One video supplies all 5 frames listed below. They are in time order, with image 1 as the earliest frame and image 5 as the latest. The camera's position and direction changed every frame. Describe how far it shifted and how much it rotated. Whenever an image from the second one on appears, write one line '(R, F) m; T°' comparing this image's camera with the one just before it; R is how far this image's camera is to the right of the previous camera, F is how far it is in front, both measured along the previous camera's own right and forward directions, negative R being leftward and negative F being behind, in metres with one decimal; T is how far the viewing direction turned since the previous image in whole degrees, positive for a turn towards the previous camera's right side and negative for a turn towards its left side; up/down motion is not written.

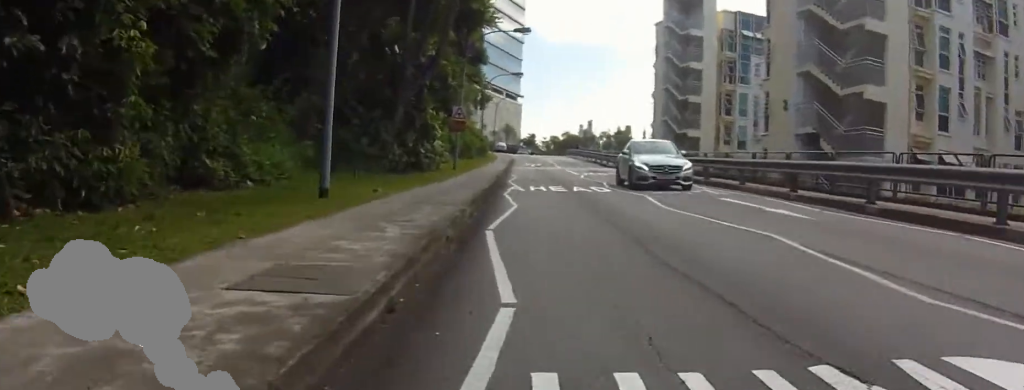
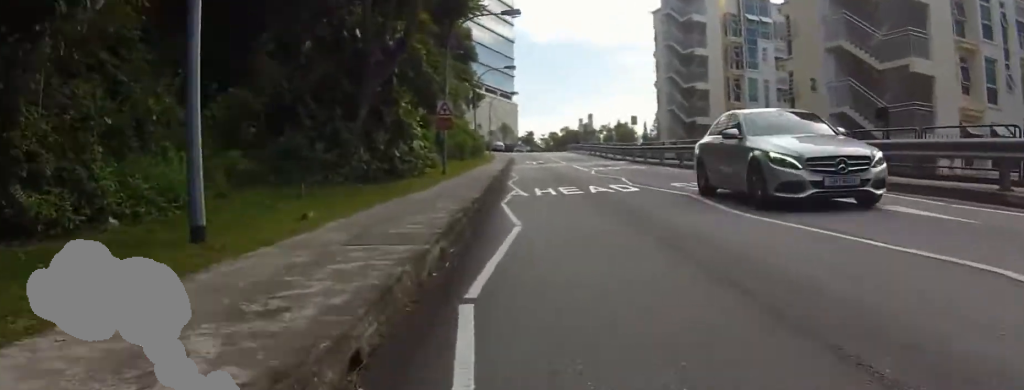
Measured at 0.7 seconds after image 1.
(-0.3, +4.1) m; +2°
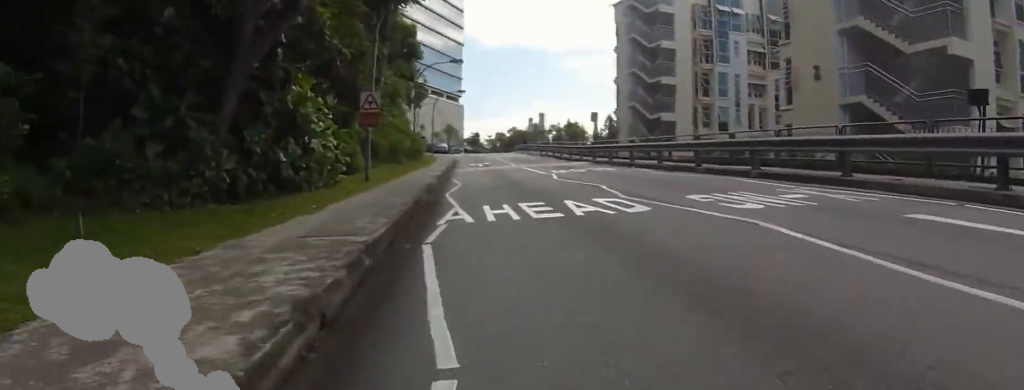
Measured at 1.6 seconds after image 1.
(+0.6, +6.1) m; +9°
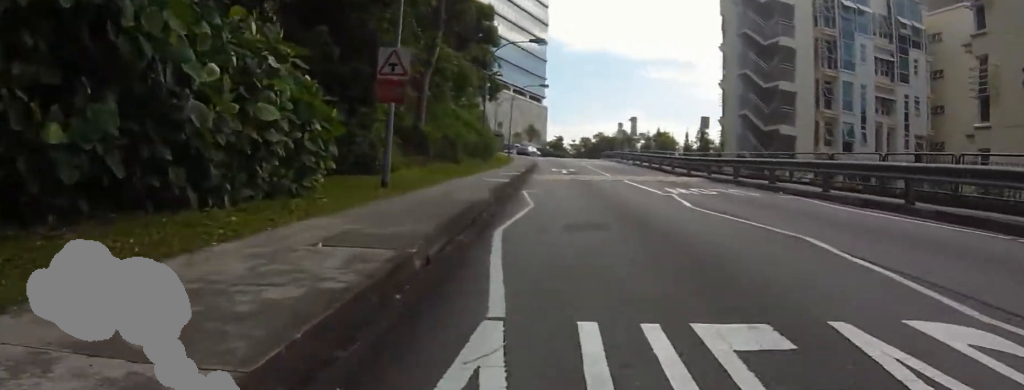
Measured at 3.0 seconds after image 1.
(-0.2, +9.4) m; -7°
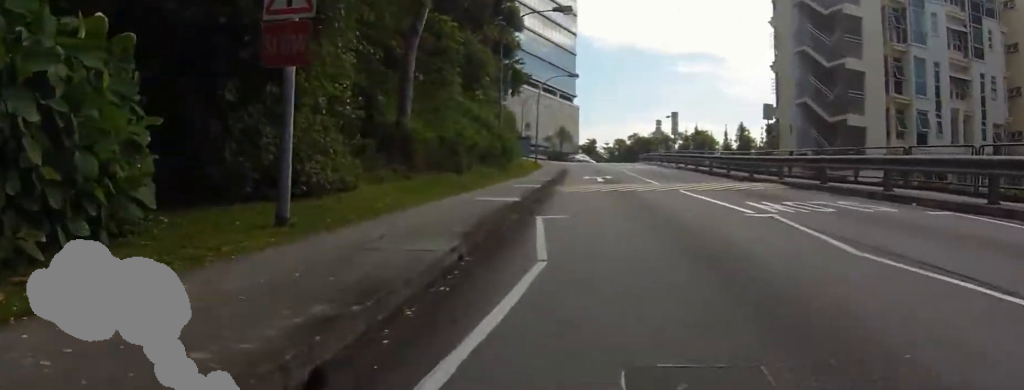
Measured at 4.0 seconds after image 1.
(-0.5, +7.1) m; -5°
